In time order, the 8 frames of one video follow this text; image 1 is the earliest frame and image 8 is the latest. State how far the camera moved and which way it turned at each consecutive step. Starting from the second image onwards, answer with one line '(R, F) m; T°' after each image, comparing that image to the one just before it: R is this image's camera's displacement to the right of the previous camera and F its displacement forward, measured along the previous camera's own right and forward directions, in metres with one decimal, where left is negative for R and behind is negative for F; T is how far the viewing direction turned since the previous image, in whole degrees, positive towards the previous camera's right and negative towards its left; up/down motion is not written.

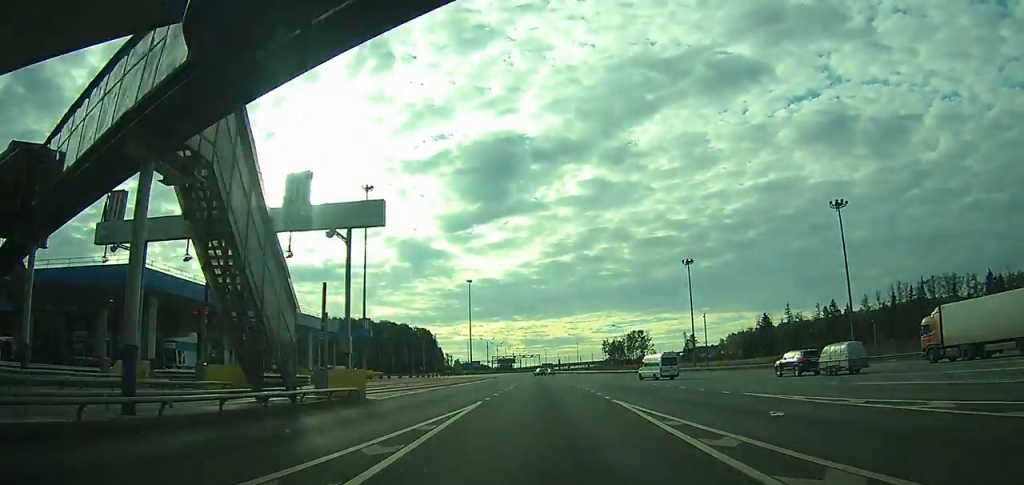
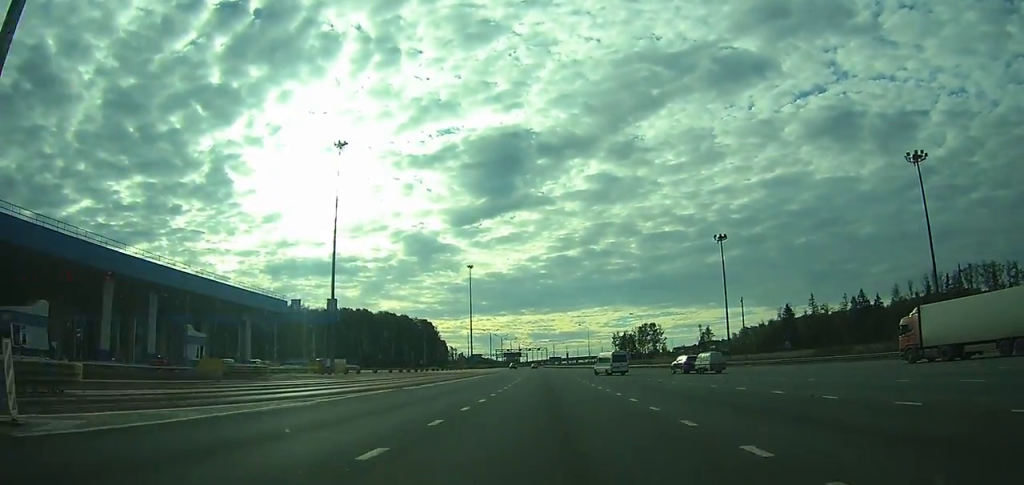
(-0.1, +13.2) m; +6°
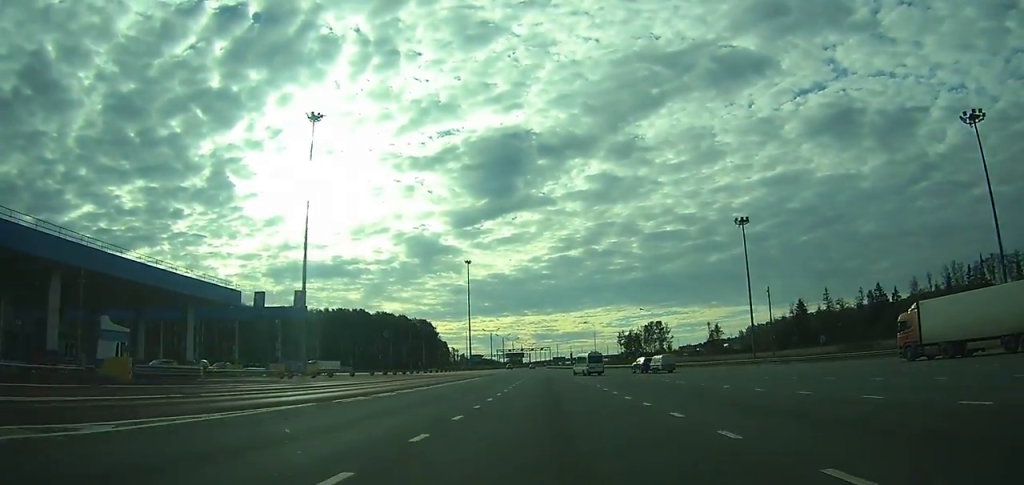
(+0.7, +8.4) m; +4°
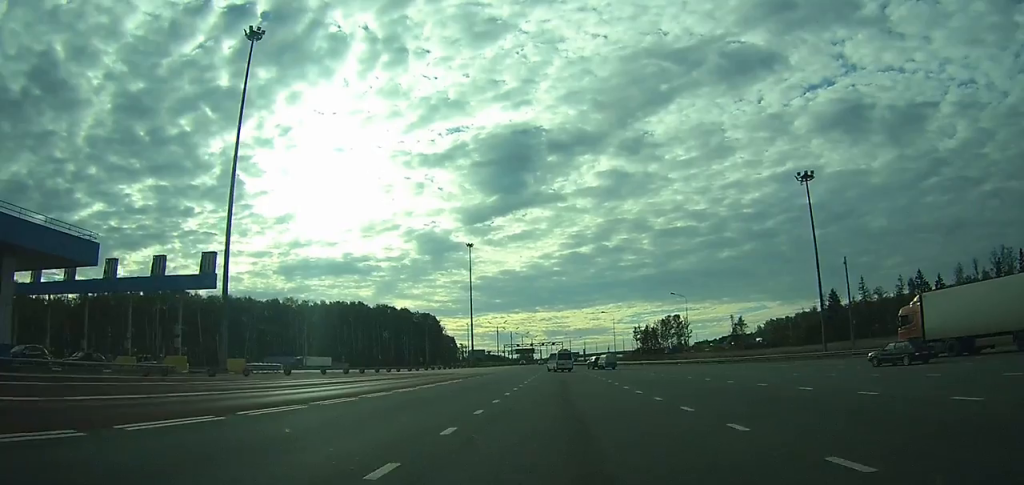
(+0.9, +16.0) m; +4°
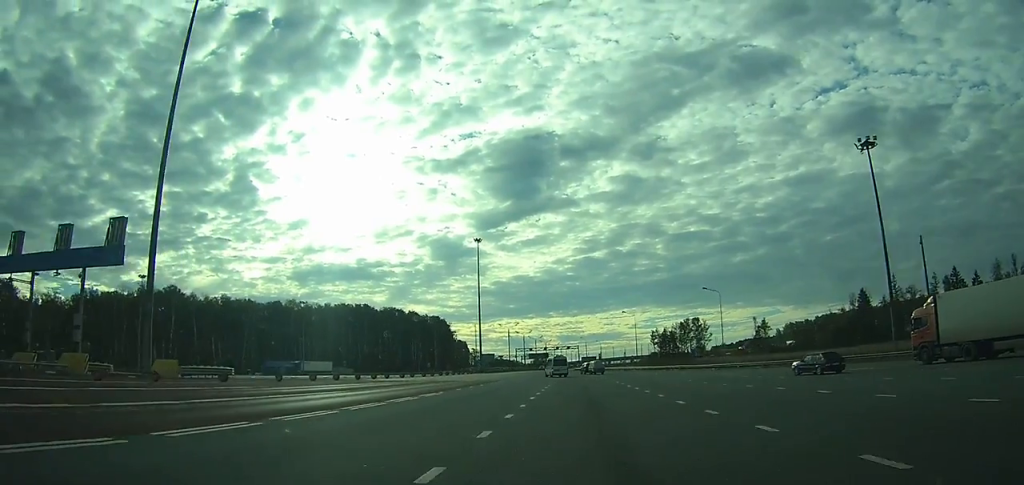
(0.0, +9.7) m; +1°
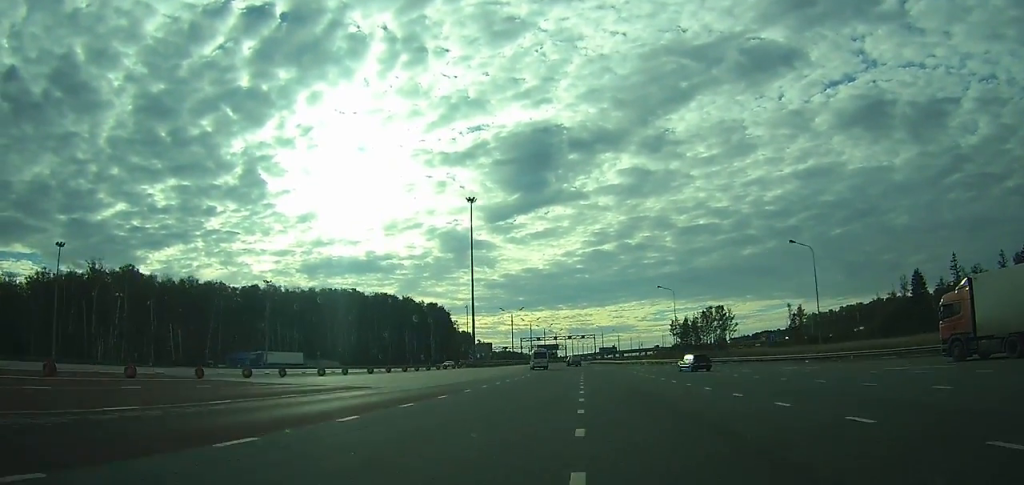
(+0.3, +26.3) m; +1°
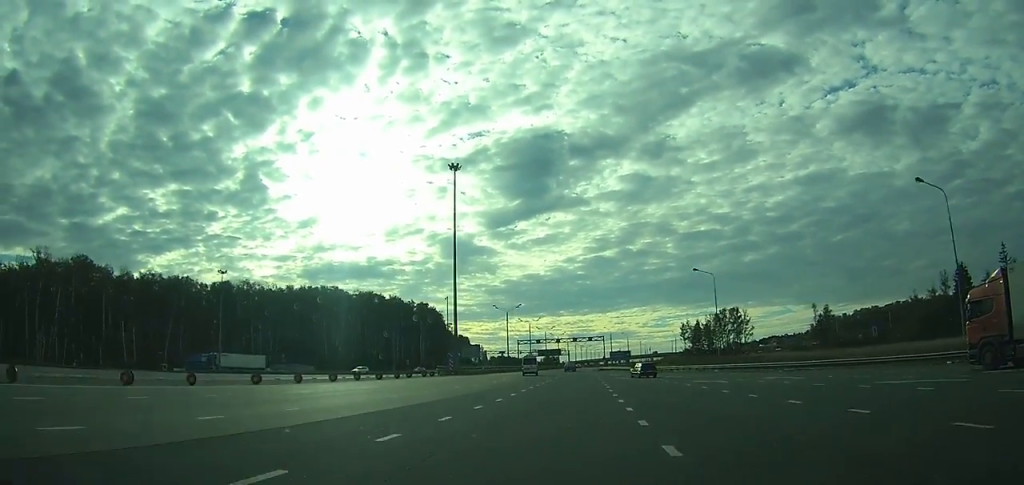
(0.0, +22.2) m; 0°
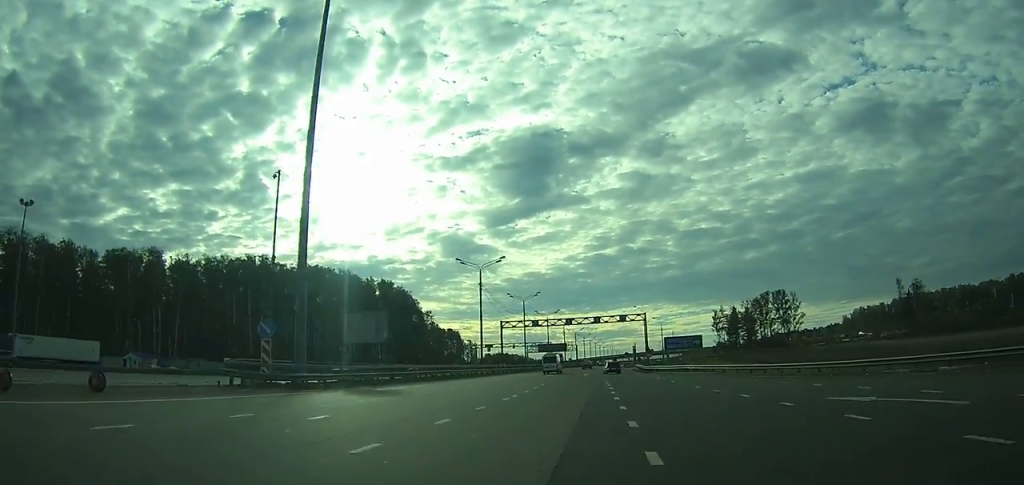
(+0.1, +54.1) m; +1°
